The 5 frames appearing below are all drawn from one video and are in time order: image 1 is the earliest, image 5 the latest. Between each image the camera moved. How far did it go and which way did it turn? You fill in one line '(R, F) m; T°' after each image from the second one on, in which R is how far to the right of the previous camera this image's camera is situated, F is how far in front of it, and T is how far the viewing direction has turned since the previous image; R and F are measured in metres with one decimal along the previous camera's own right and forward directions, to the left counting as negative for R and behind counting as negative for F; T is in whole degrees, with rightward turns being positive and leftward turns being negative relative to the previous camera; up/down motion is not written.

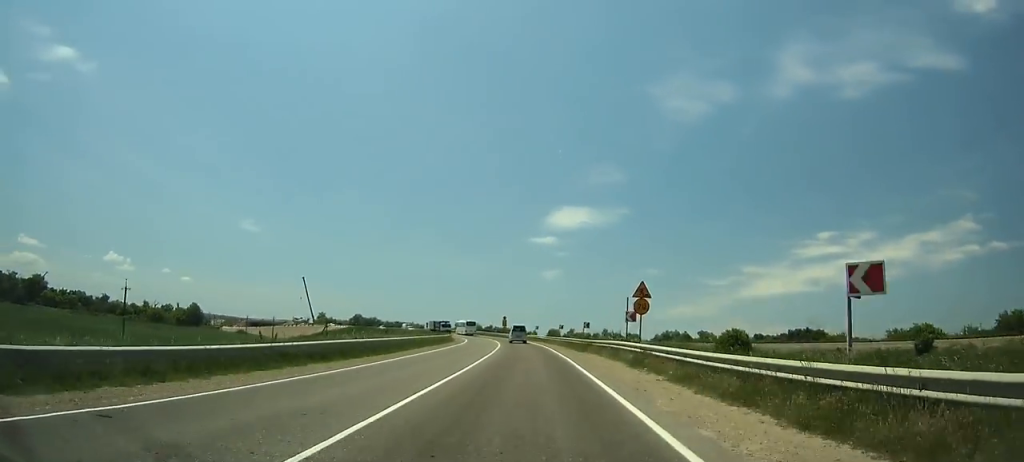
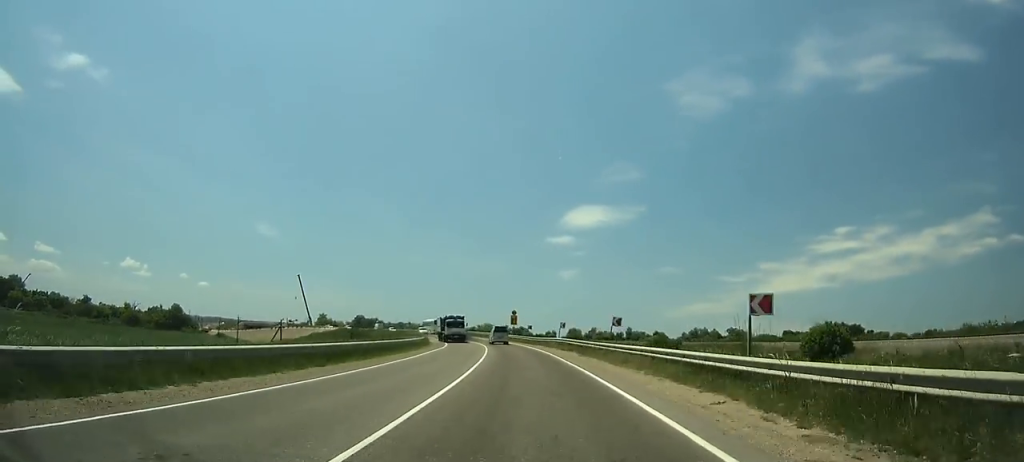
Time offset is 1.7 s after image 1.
(-0.7, +34.7) m; -3°
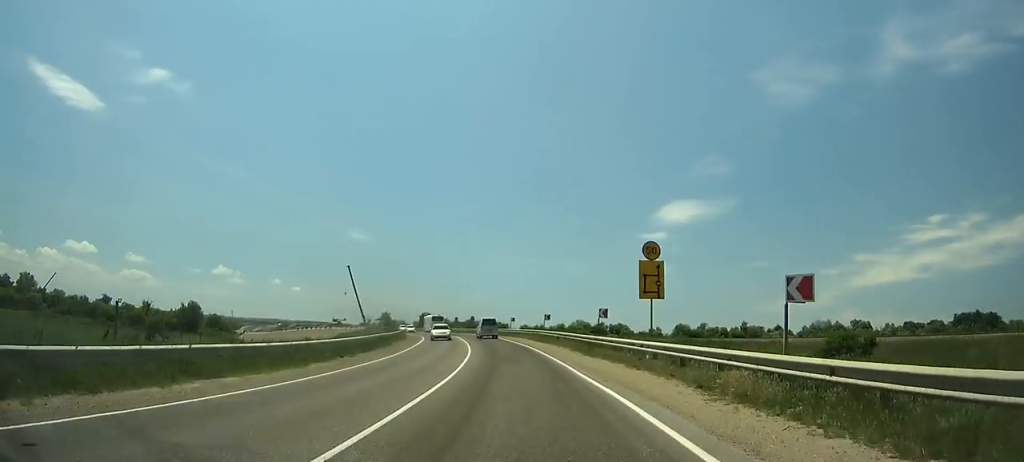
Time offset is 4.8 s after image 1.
(-3.6, +61.2) m; -8°
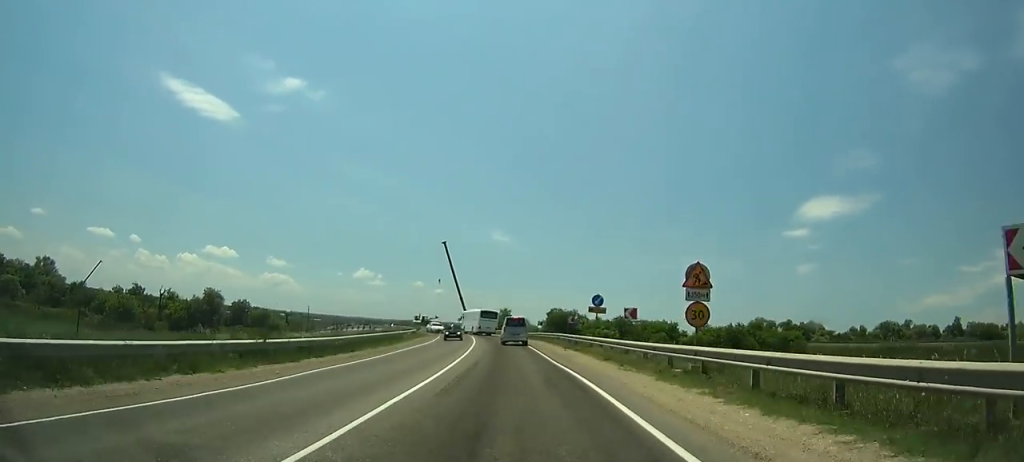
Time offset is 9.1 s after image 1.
(-8.3, +76.8) m; -12°
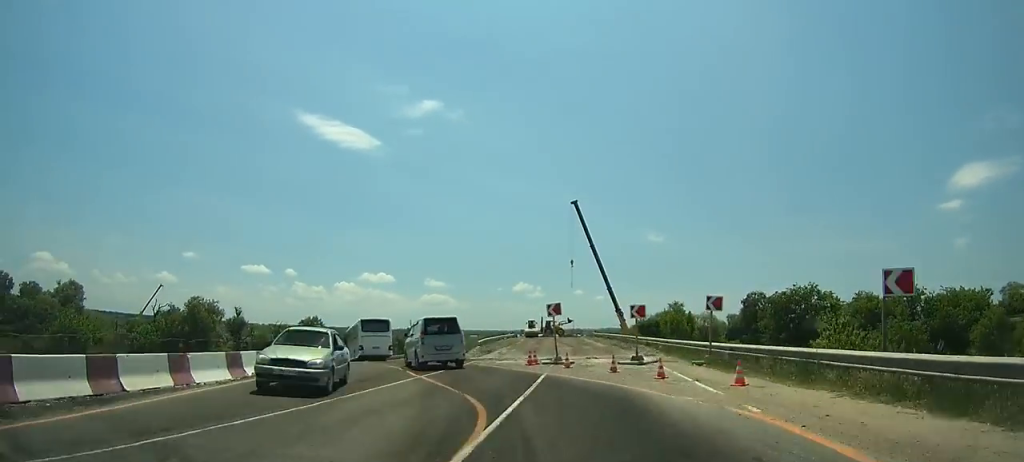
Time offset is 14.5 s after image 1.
(-8.4, +75.3) m; -19°
